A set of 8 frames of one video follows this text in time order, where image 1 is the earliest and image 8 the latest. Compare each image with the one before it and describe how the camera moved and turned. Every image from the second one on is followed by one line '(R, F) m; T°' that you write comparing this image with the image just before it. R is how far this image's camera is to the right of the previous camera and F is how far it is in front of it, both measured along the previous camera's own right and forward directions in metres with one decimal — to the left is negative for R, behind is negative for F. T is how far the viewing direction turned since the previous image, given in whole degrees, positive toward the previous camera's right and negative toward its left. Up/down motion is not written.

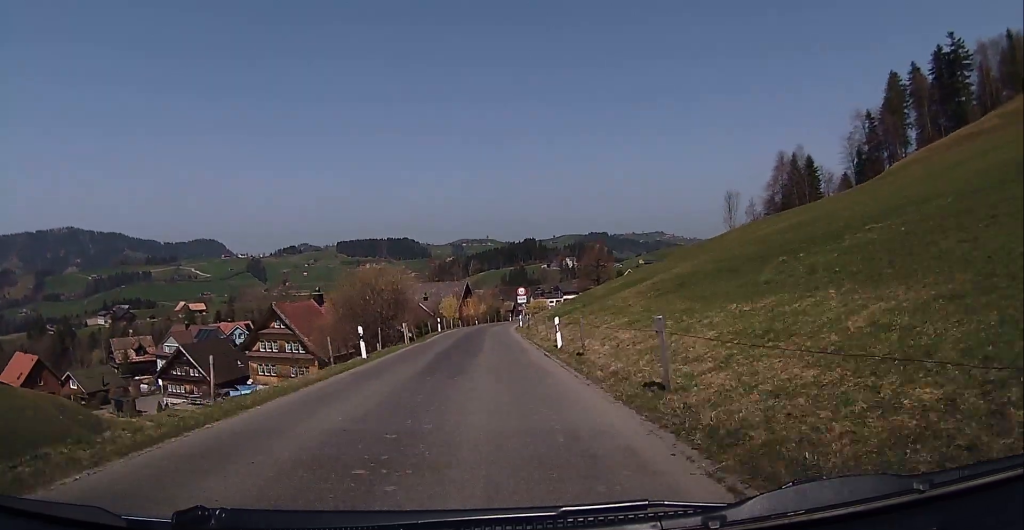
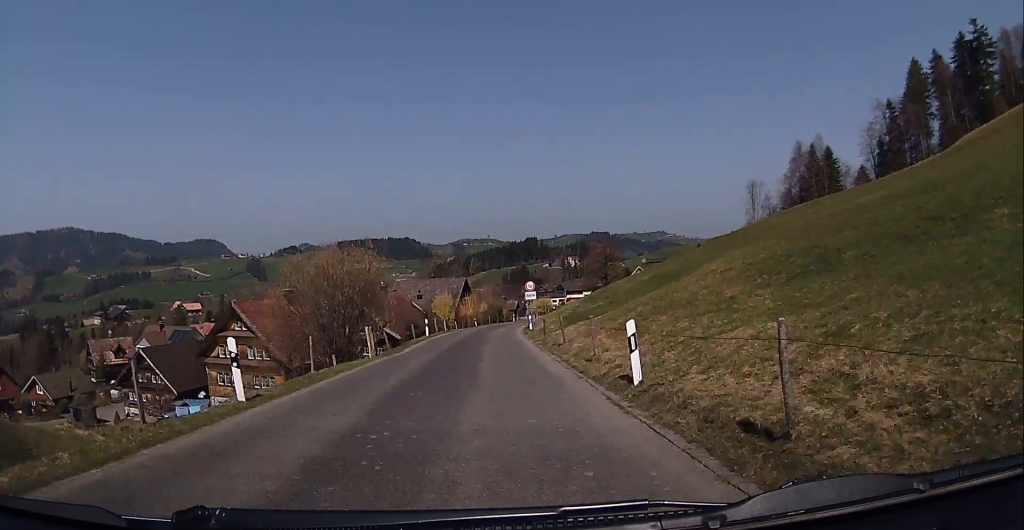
(-0.1, +11.8) m; 0°
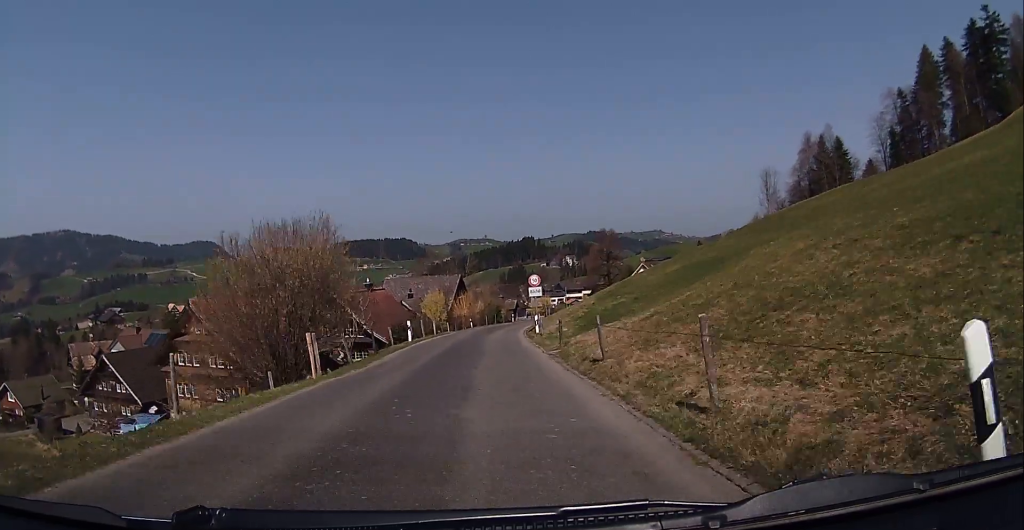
(+0.2, +8.3) m; 0°
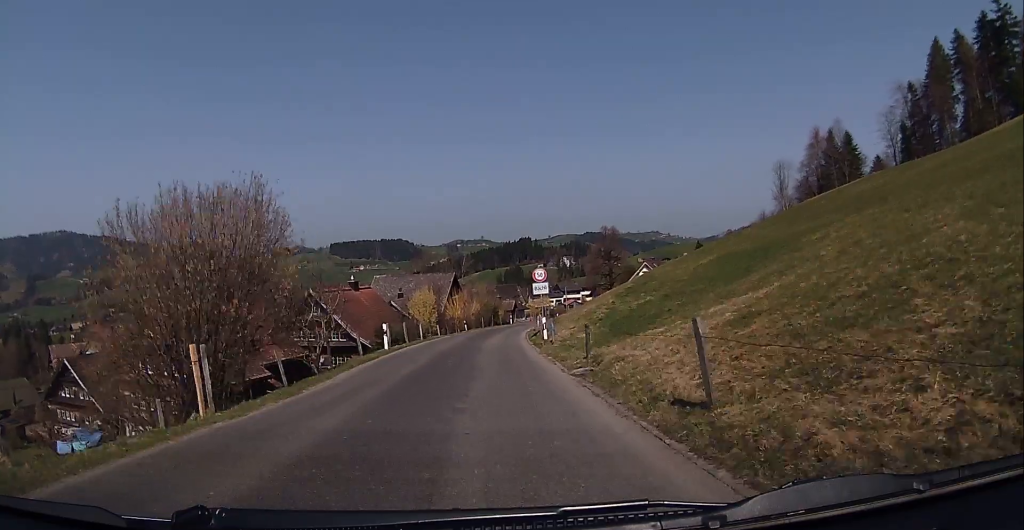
(0.0, +7.3) m; +1°
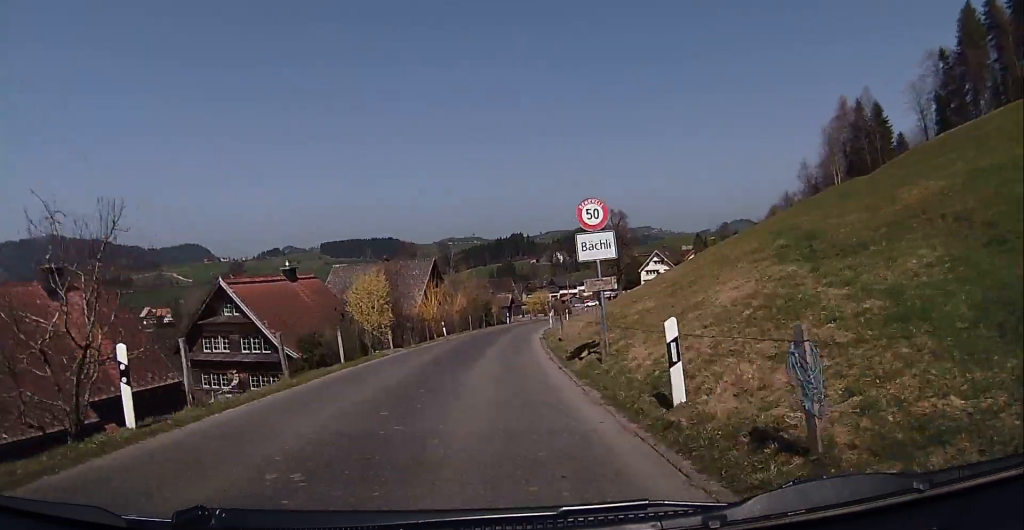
(+0.5, +20.3) m; +2°
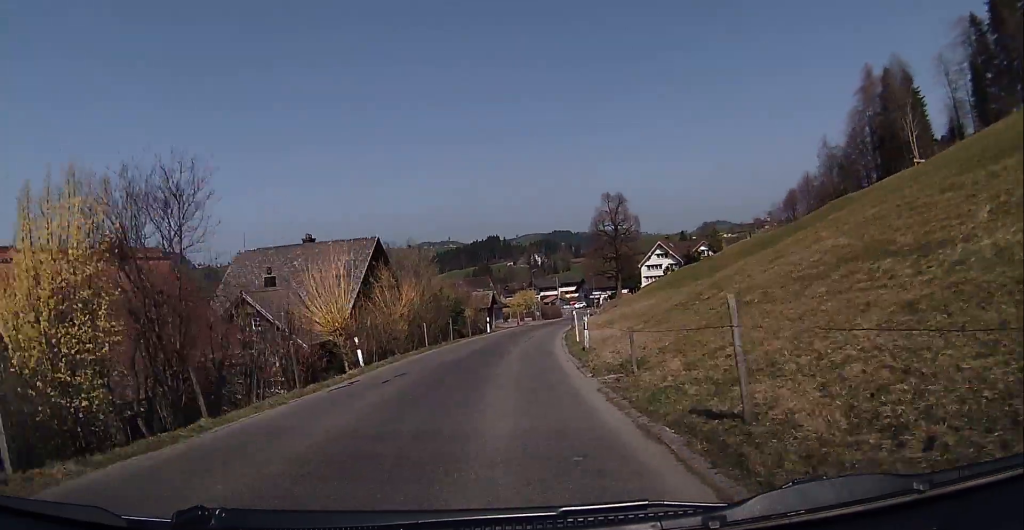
(-0.1, +23.0) m; +1°
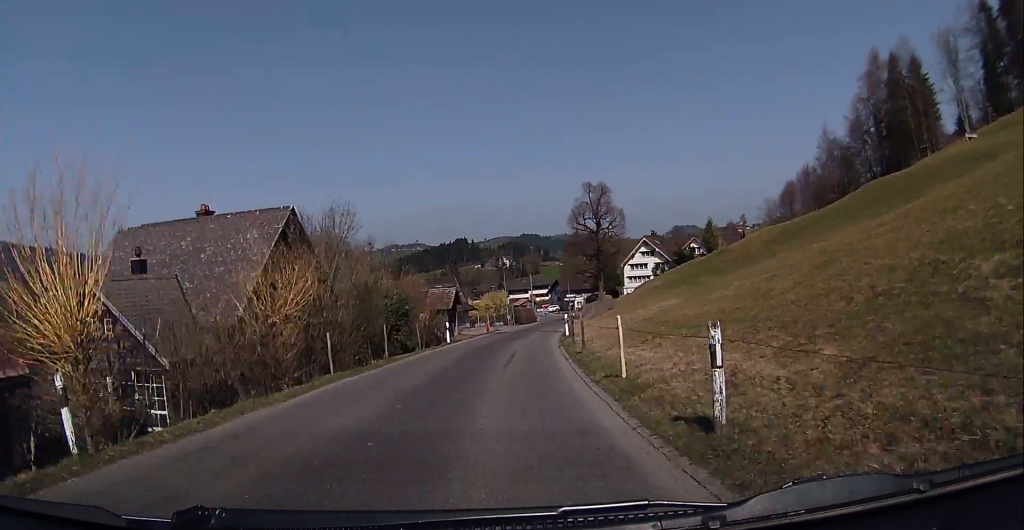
(+0.5, +13.6) m; +2°
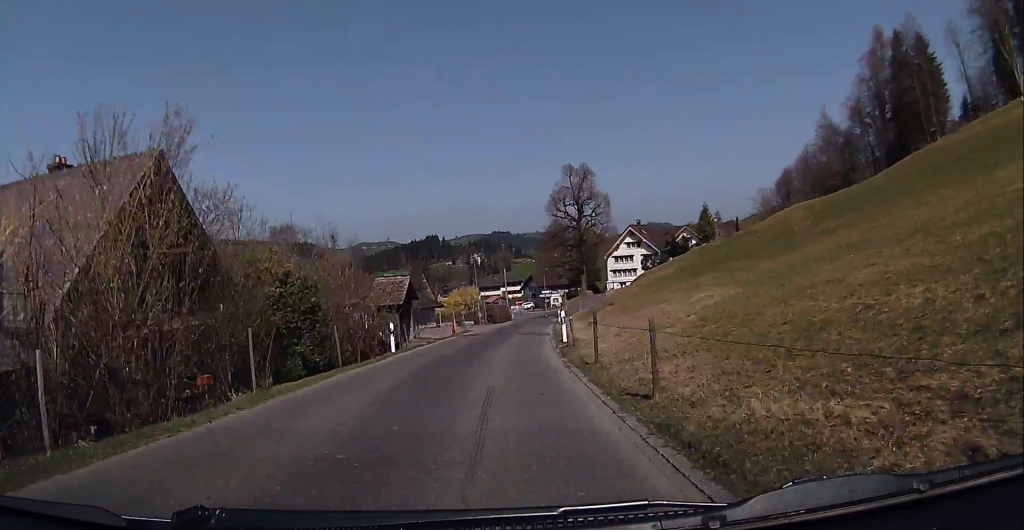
(+0.1, +11.4) m; -1°
